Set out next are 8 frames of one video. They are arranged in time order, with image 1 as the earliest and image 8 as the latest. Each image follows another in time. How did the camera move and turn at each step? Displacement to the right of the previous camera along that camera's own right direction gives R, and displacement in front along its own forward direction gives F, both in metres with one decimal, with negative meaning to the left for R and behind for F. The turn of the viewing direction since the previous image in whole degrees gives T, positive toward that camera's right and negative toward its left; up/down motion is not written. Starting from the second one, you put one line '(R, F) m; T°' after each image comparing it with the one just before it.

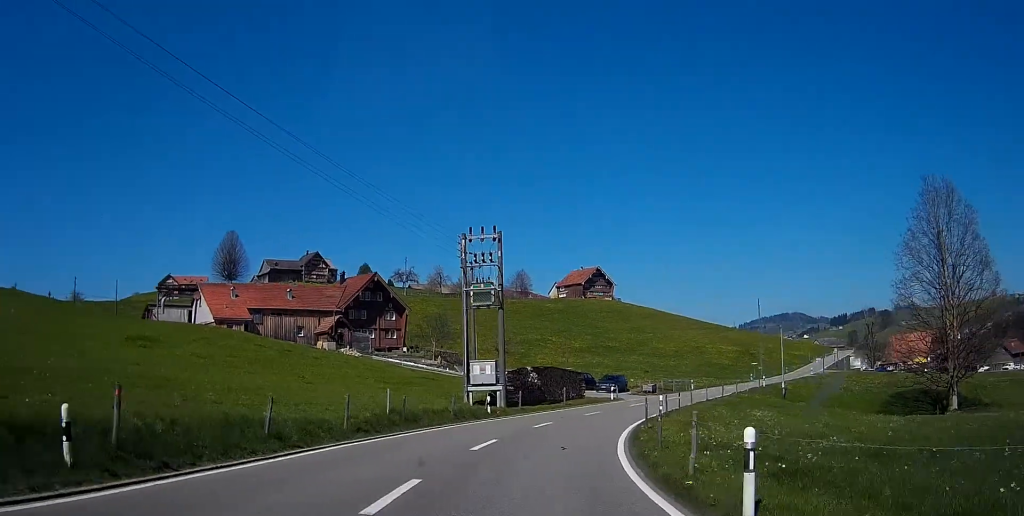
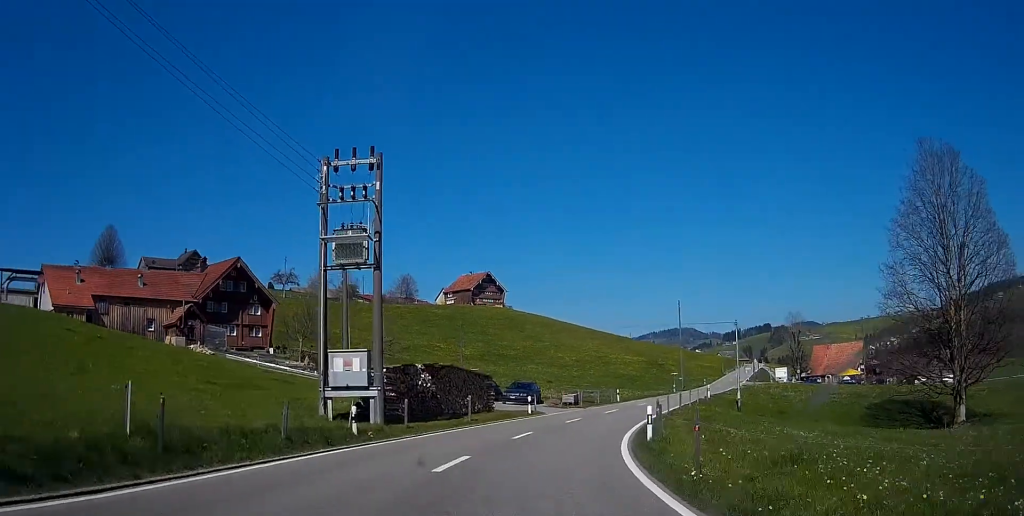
(+1.1, +13.3) m; +9°
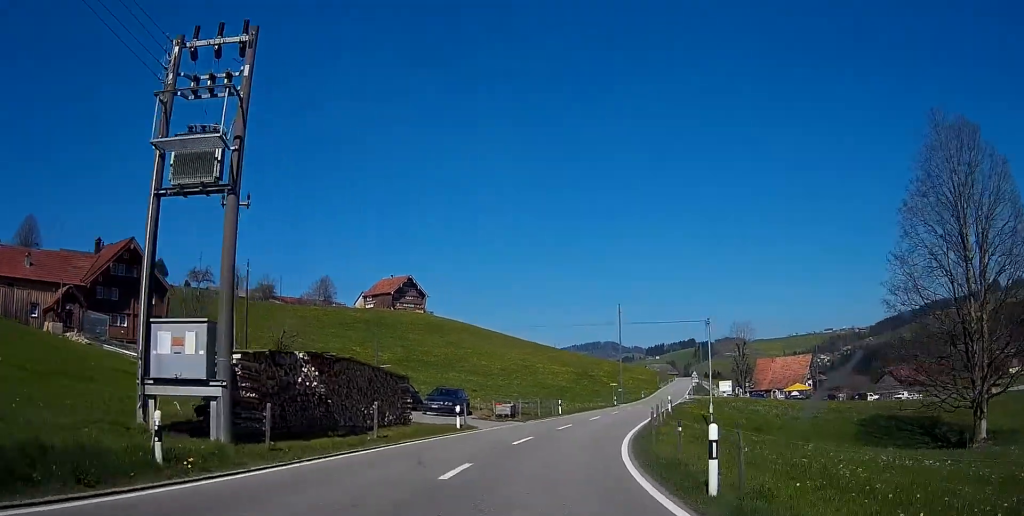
(+0.2, +9.4) m; +7°
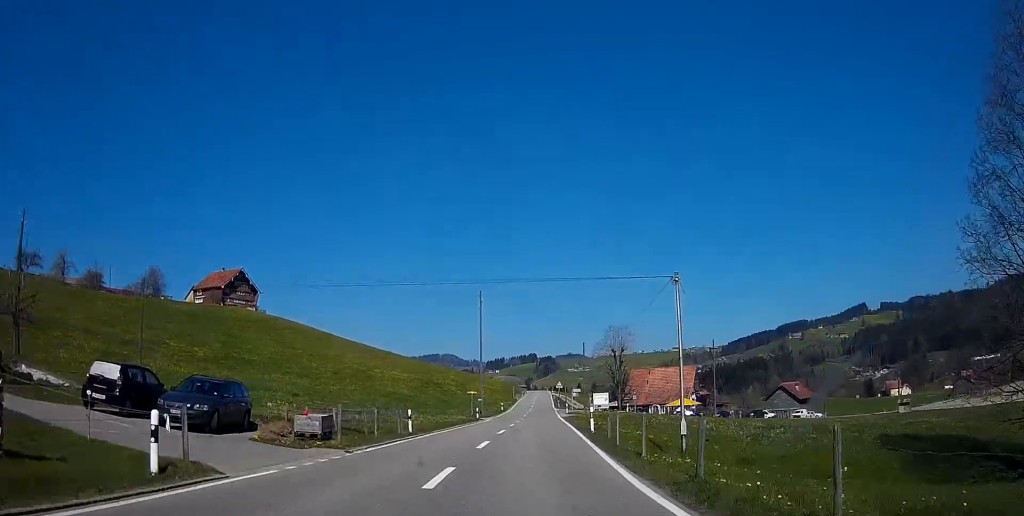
(+2.1, +19.0) m; +8°
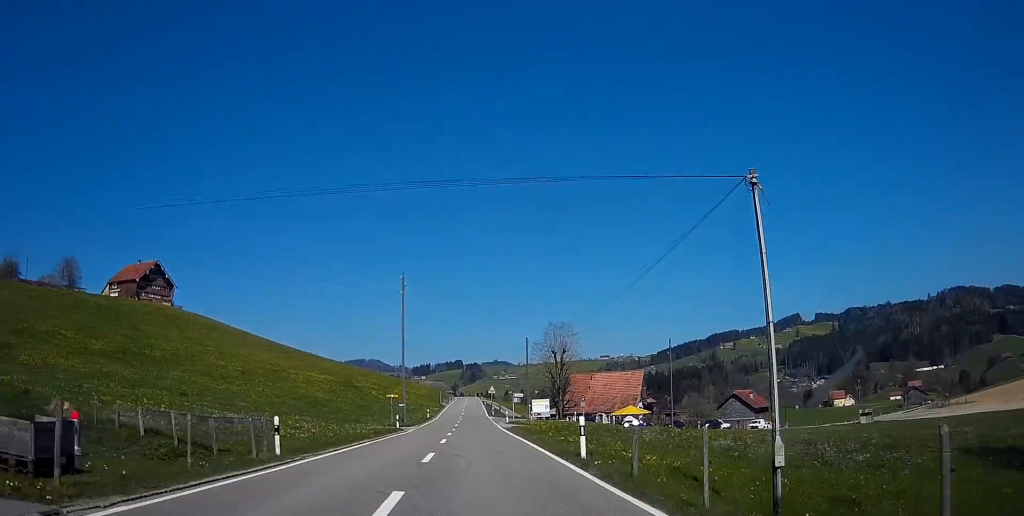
(0.0, +12.2) m; +2°
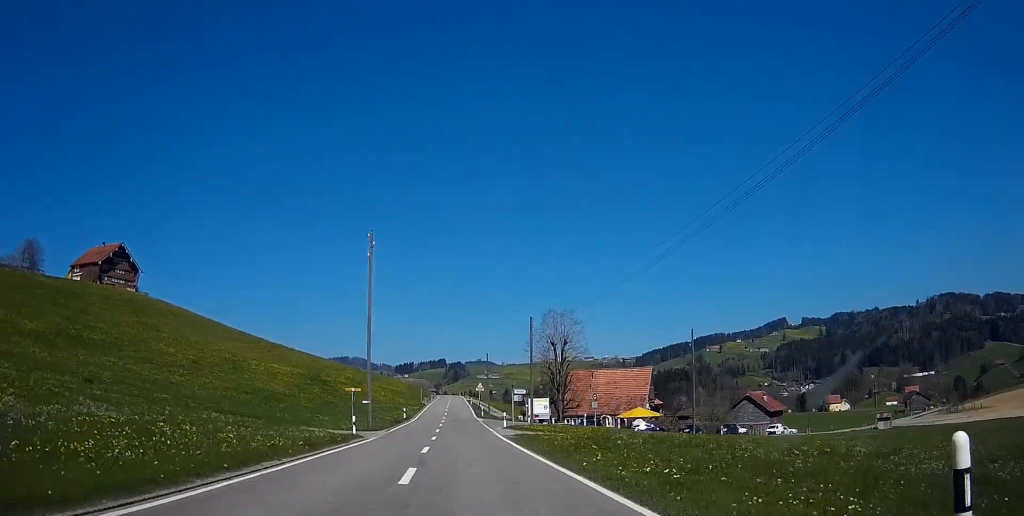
(+0.6, +14.0) m; +2°
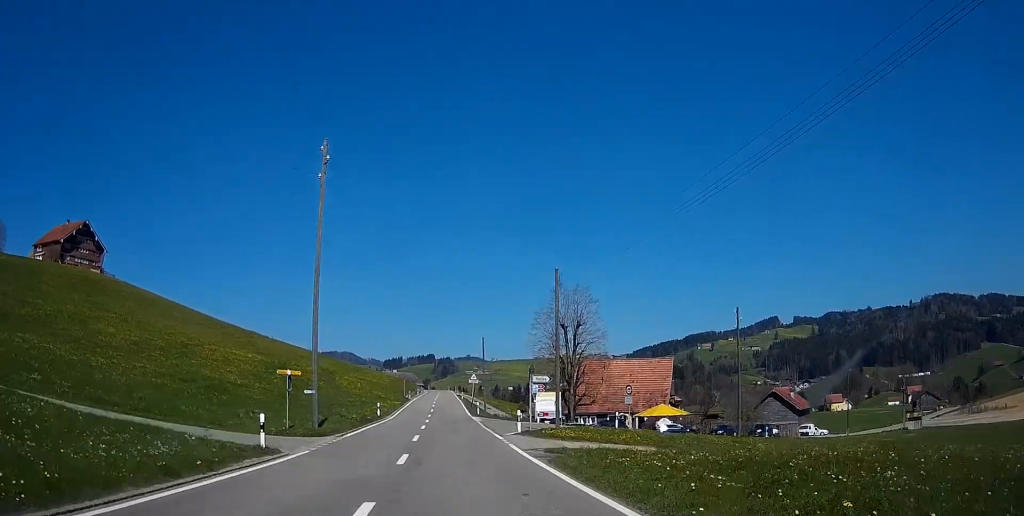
(0.0, +15.0) m; -1°
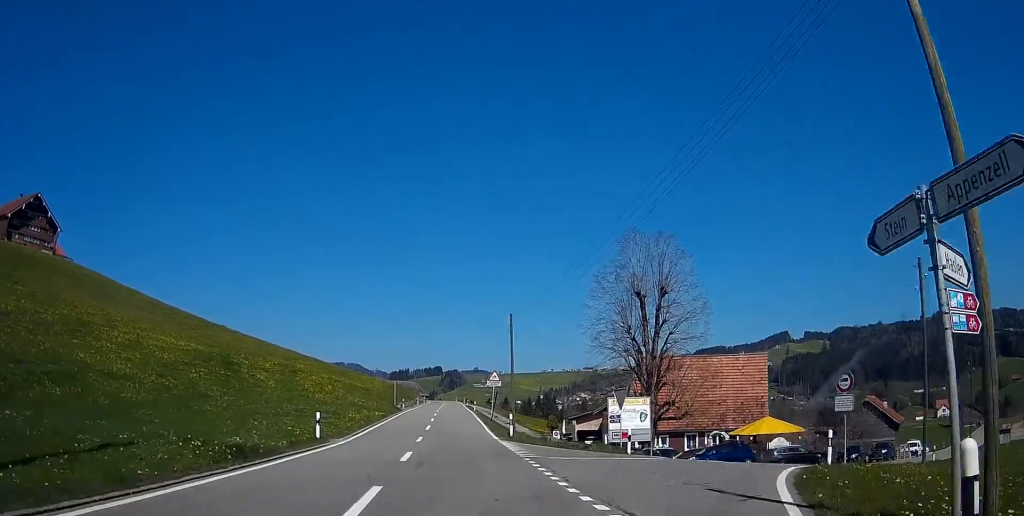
(-0.3, +25.7) m; 0°
